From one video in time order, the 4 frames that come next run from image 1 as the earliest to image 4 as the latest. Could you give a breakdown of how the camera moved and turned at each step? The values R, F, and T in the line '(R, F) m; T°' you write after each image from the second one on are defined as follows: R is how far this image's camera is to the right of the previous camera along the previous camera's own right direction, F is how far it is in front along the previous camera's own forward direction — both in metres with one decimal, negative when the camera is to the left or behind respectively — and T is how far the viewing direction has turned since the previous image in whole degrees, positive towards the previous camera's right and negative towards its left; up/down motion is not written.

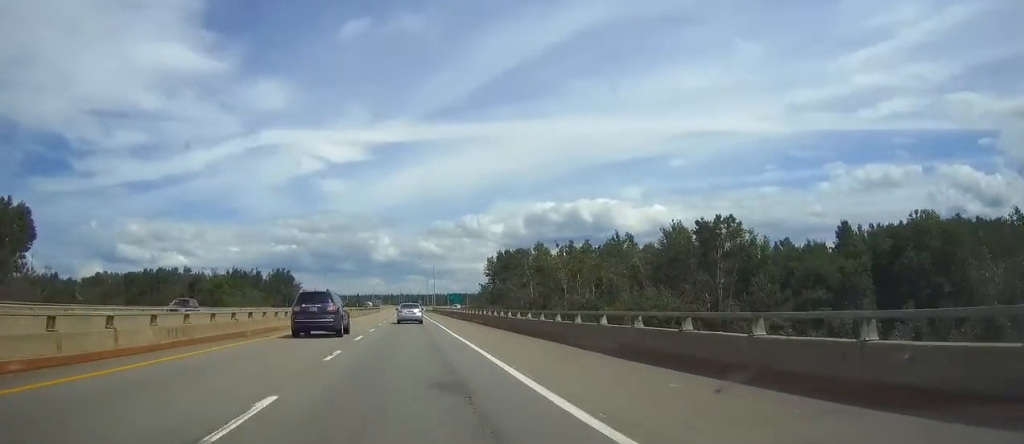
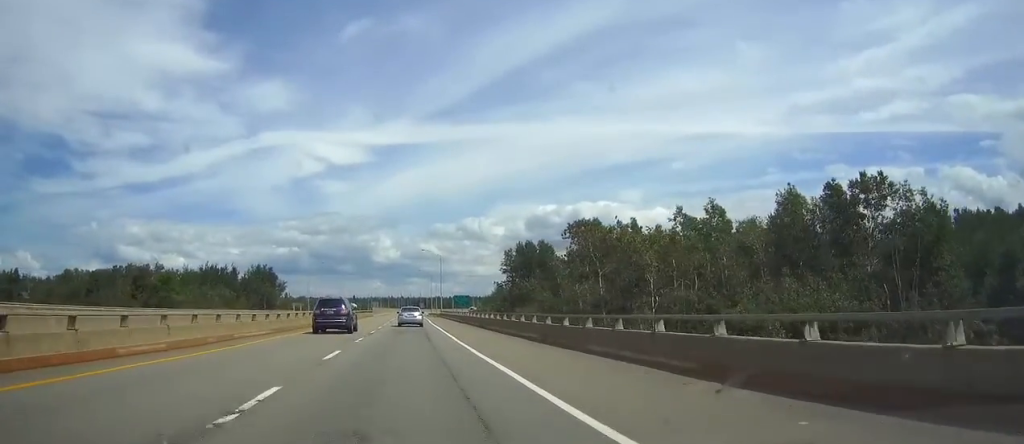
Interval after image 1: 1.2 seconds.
(+0.1, +34.8) m; 0°
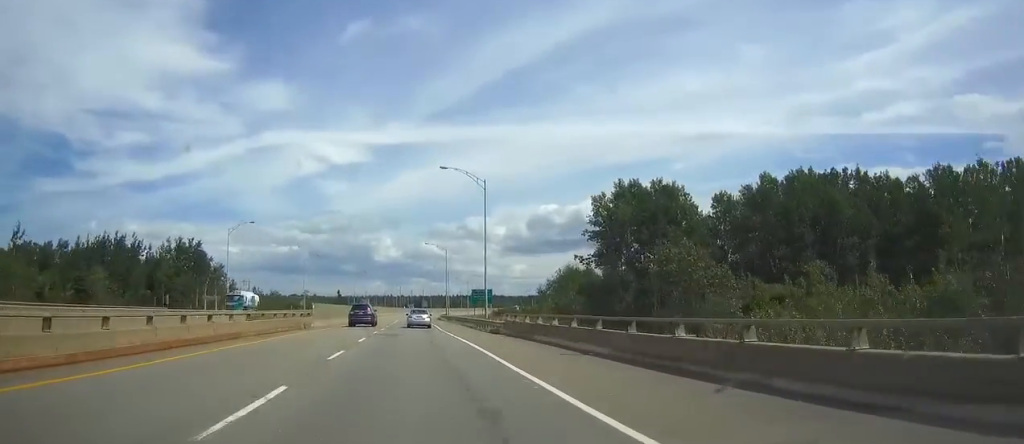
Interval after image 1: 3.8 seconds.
(0.0, +79.2) m; 0°
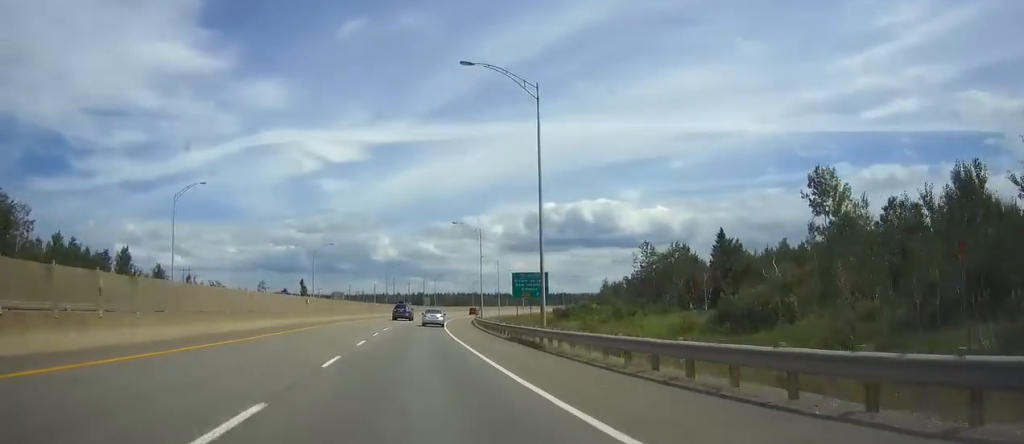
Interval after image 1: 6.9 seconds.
(+0.3, +89.2) m; +1°
